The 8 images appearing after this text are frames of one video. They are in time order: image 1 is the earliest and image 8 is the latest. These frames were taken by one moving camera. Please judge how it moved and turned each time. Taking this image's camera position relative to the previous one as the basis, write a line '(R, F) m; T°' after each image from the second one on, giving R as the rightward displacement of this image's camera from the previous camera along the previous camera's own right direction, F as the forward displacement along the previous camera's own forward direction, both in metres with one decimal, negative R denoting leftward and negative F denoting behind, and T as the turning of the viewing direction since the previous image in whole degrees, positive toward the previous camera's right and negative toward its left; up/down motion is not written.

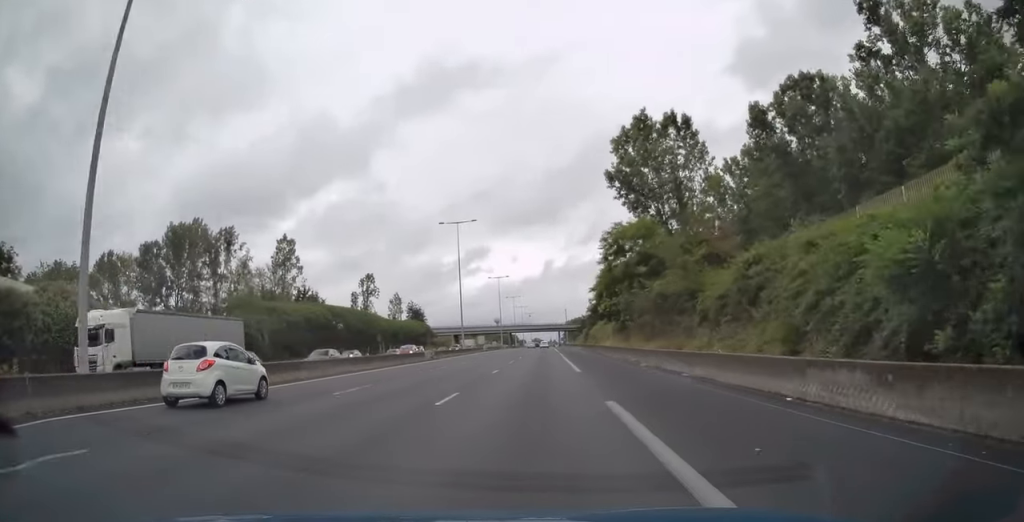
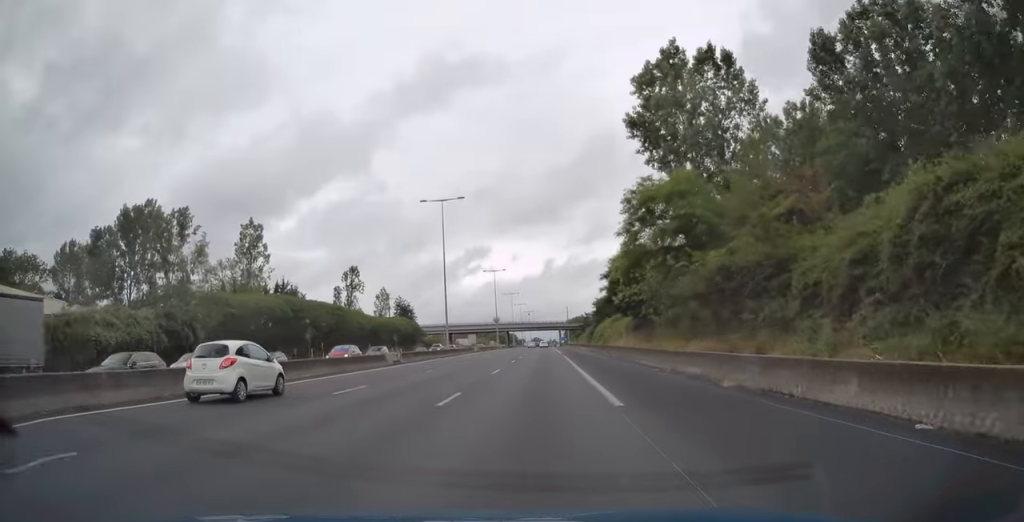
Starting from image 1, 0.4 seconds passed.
(+0.1, +13.4) m; 0°
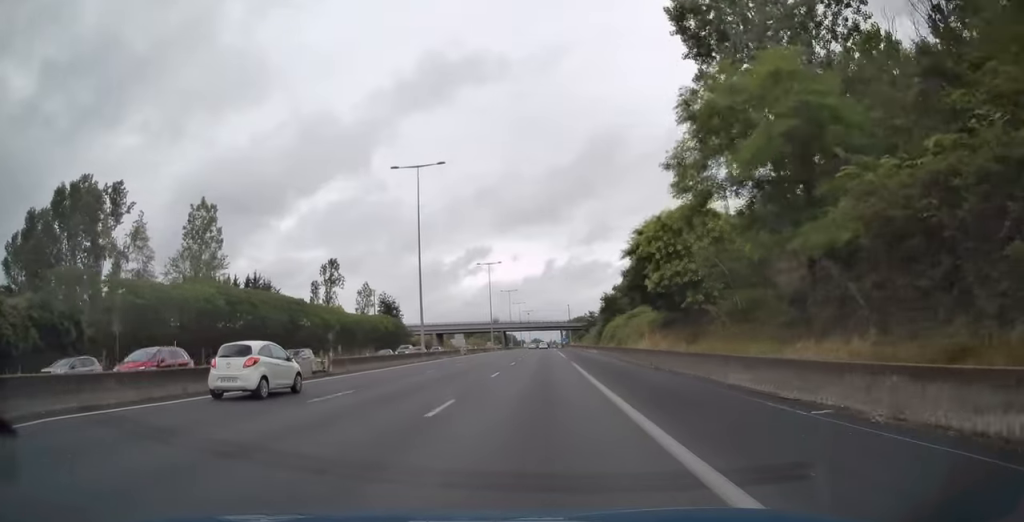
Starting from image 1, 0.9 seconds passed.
(+0.1, +15.0) m; 0°
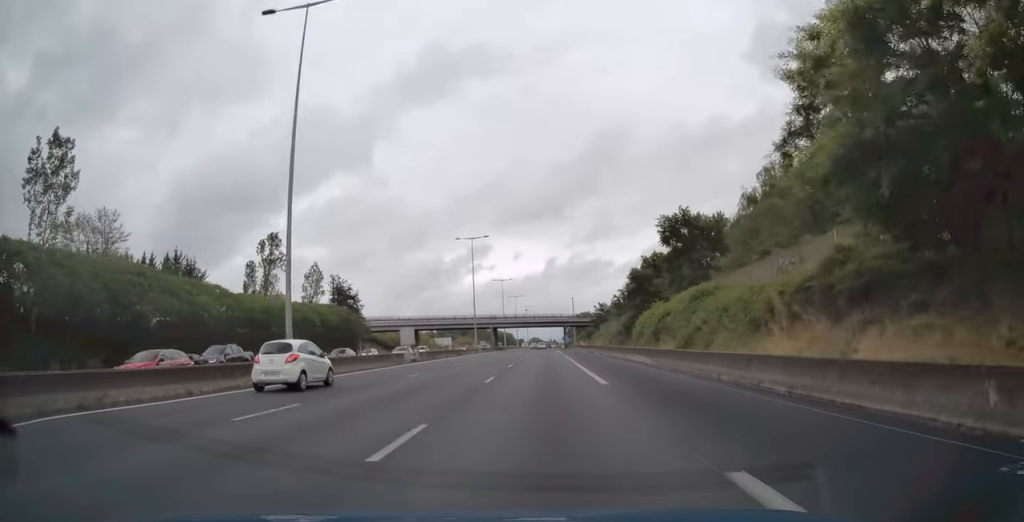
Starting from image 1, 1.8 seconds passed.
(-0.1, +30.5) m; 0°
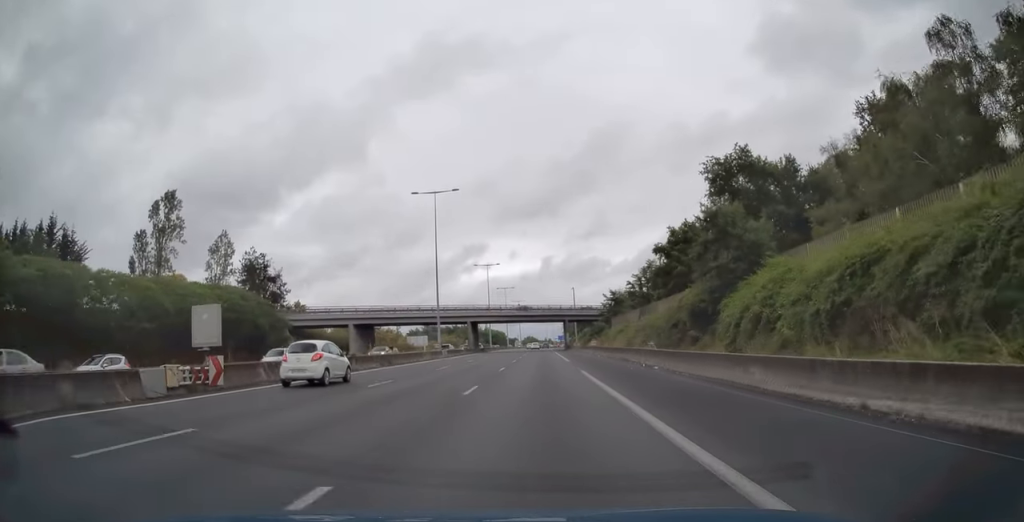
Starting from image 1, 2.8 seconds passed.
(-0.1, +30.6) m; 0°
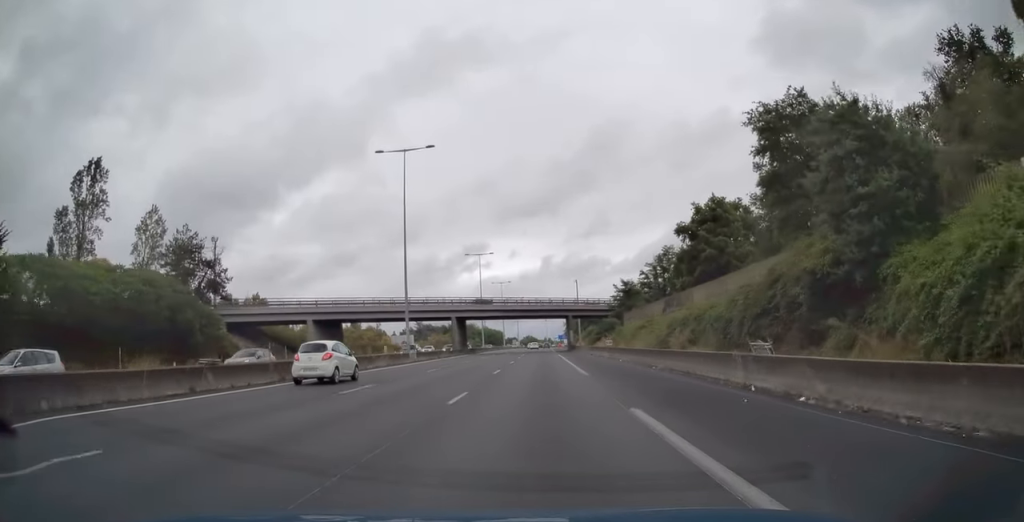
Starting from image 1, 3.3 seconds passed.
(0.0, +15.5) m; 0°
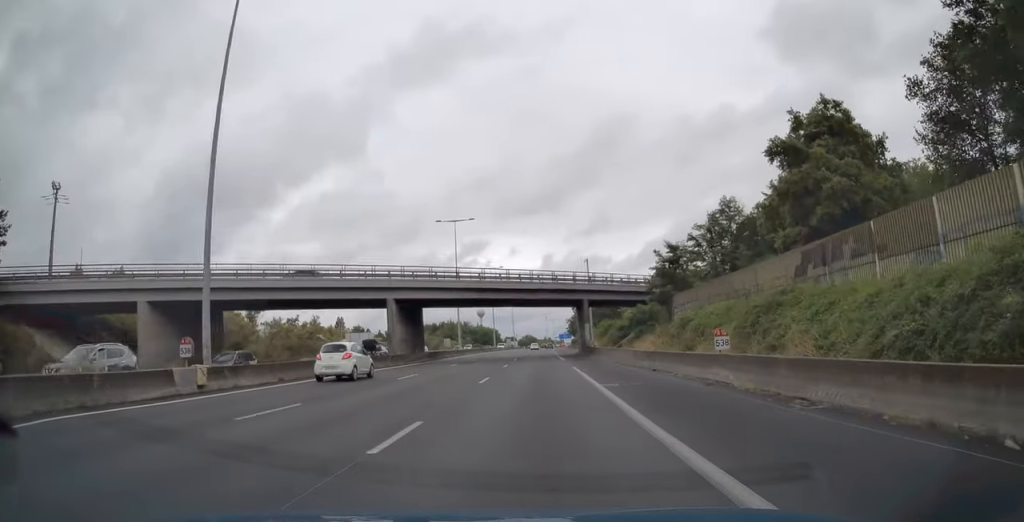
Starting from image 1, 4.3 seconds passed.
(+0.2, +32.1) m; 0°
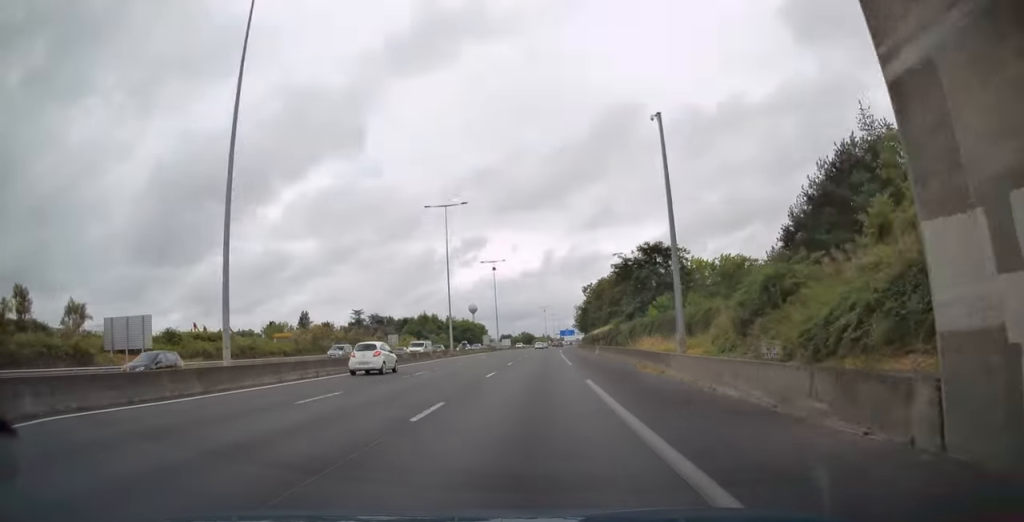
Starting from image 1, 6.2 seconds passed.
(-0.1, +62.1) m; 0°
